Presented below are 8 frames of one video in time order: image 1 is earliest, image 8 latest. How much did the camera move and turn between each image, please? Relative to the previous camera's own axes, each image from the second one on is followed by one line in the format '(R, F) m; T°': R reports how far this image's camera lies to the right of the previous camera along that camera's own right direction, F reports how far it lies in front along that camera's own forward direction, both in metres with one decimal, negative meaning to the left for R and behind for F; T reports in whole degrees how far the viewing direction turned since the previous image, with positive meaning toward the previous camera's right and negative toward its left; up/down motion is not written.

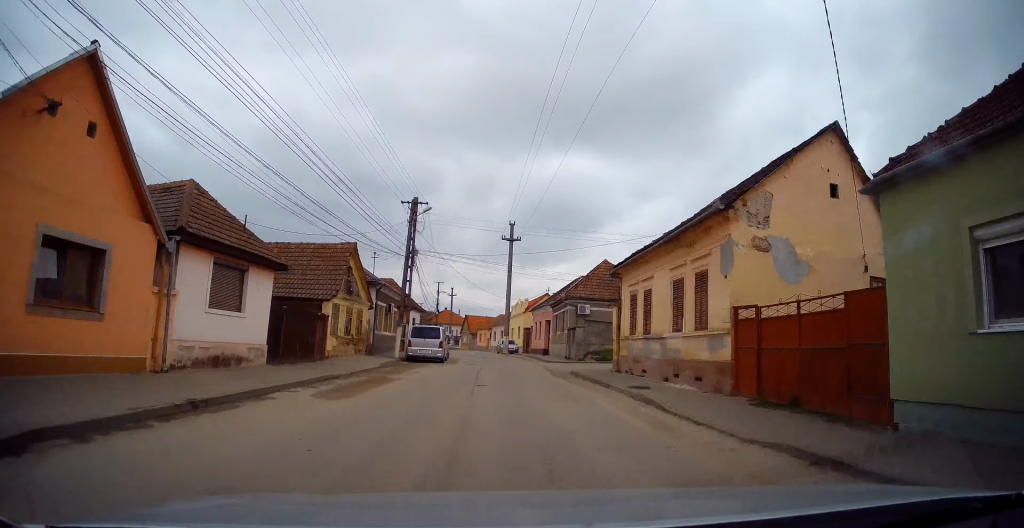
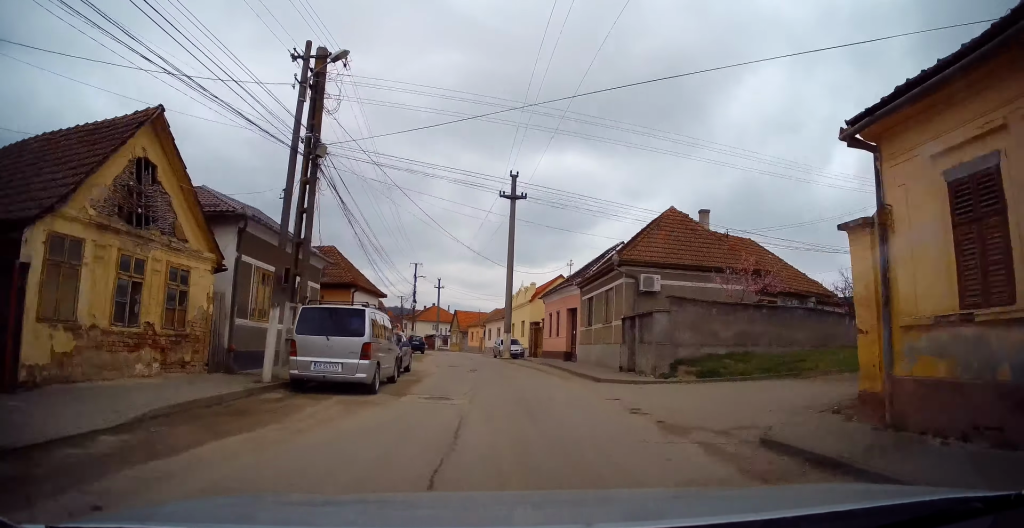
(+0.7, +15.6) m; 0°
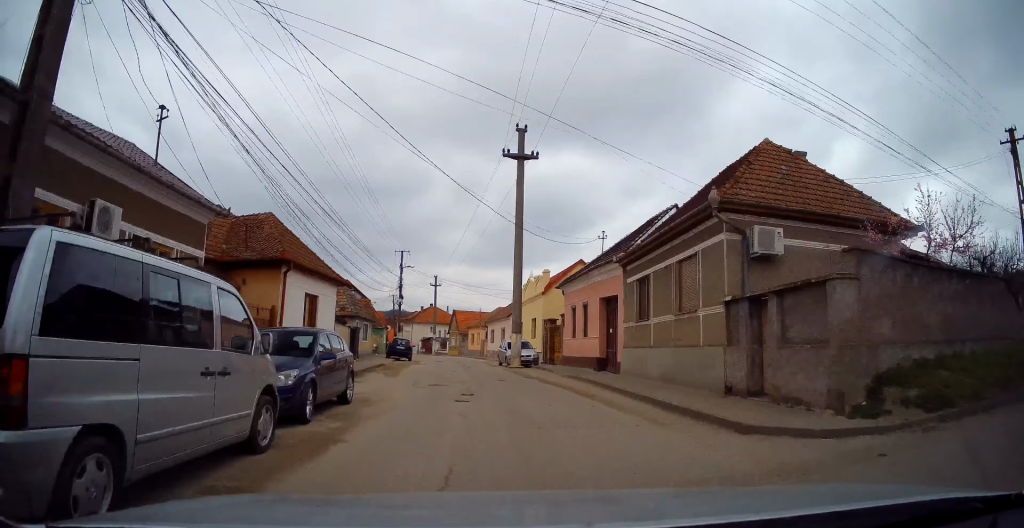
(-0.3, +8.7) m; -2°
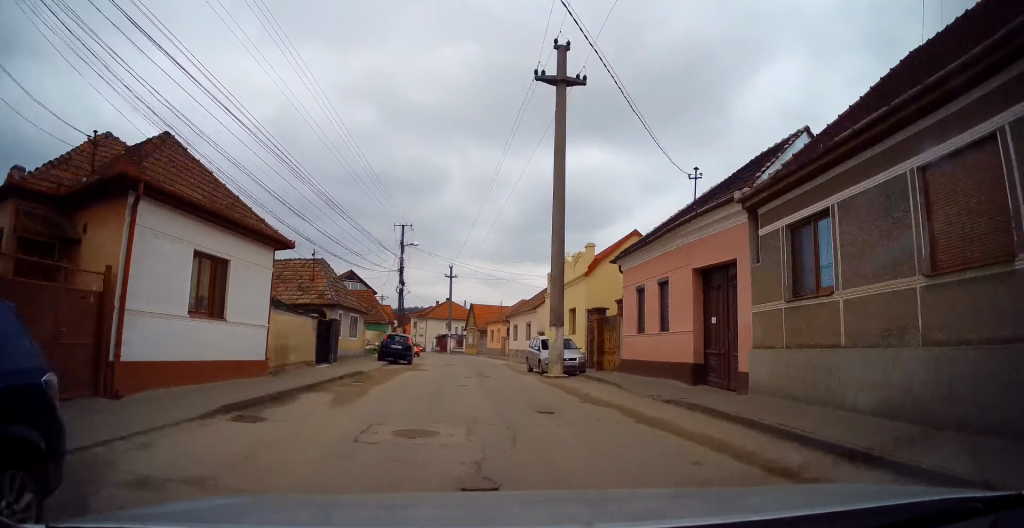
(0.0, +8.6) m; 0°
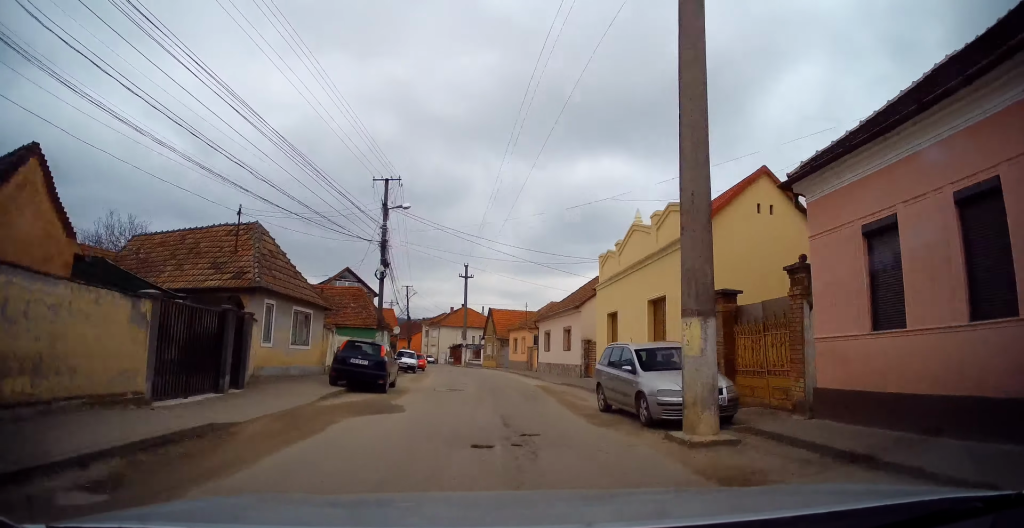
(0.0, +11.2) m; 0°
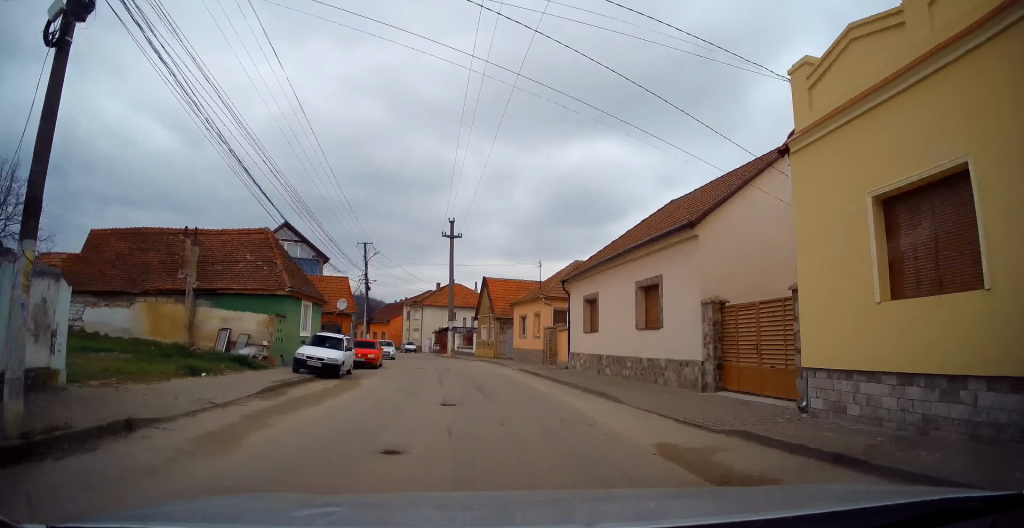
(-0.2, +17.2) m; -1°
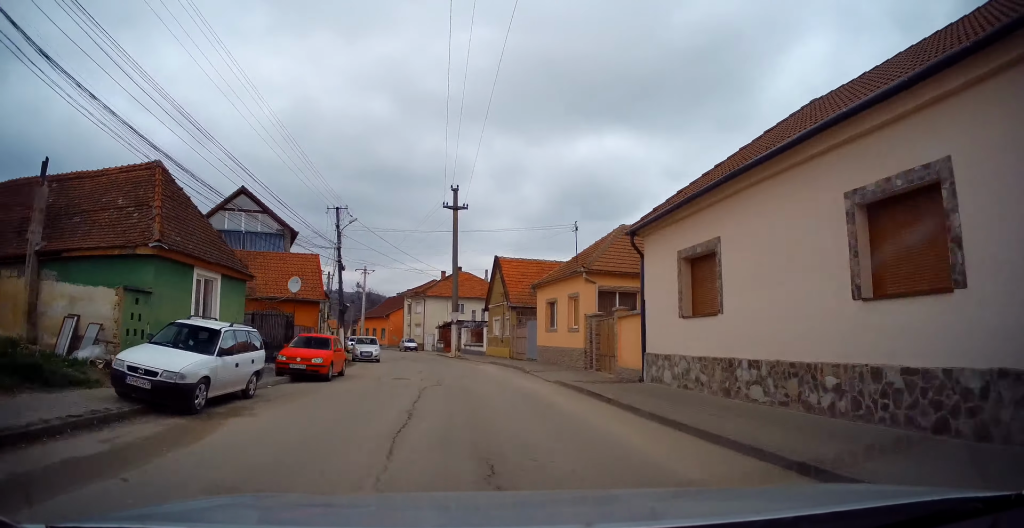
(-0.1, +9.8) m; -1°
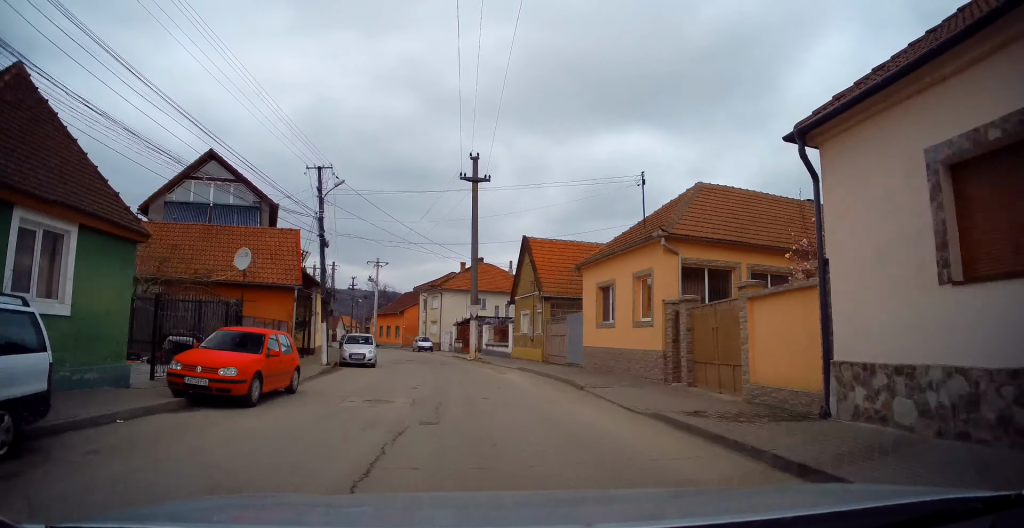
(+0.1, +7.1) m; -1°
